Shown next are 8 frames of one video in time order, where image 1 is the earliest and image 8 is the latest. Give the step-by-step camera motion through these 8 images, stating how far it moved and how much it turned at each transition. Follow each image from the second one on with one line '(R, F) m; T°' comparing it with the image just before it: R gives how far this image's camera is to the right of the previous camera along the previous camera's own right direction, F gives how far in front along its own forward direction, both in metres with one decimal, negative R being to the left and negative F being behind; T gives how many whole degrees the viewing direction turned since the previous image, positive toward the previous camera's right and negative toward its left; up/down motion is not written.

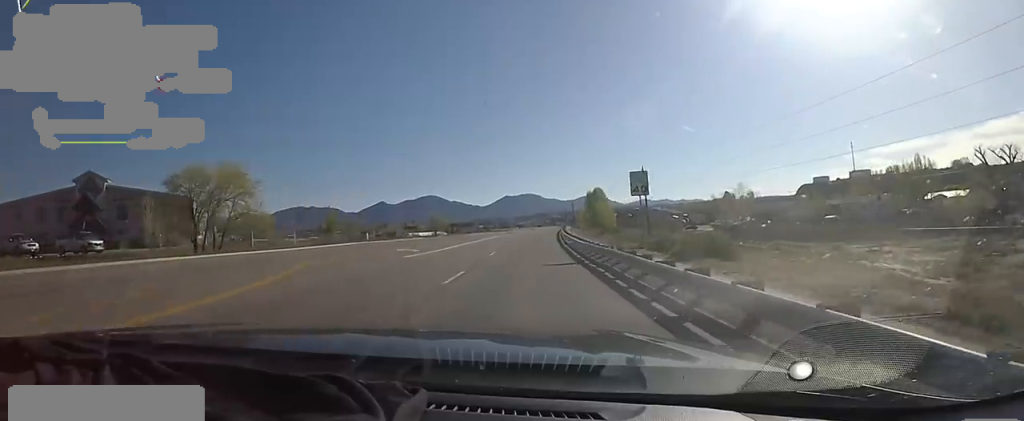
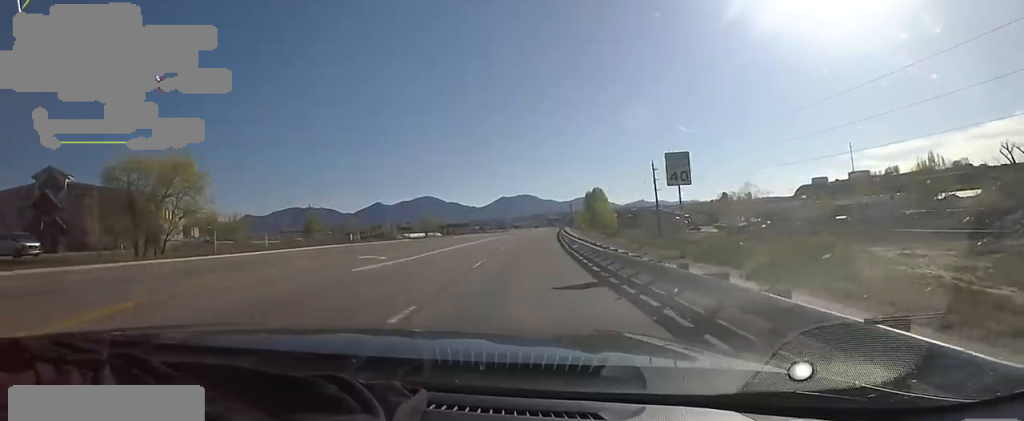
(+0.2, +6.3) m; +2°
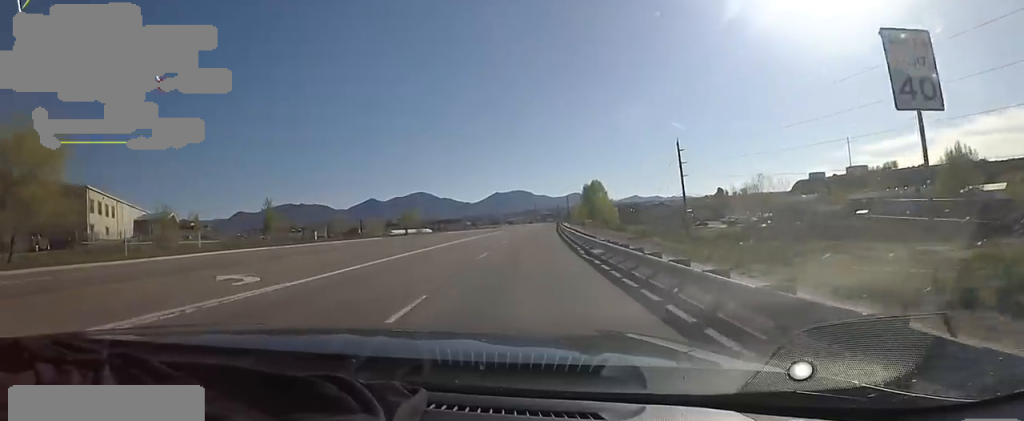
(+0.1, +11.2) m; -2°
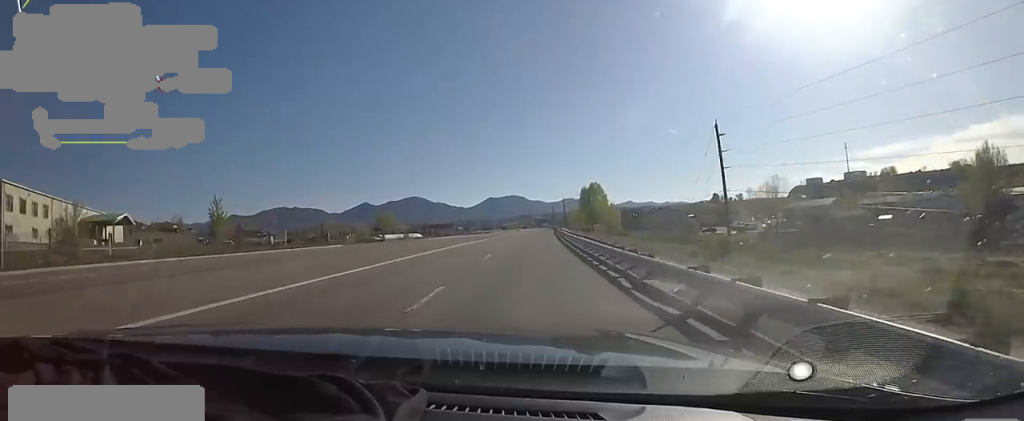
(-0.1, +10.3) m; -1°
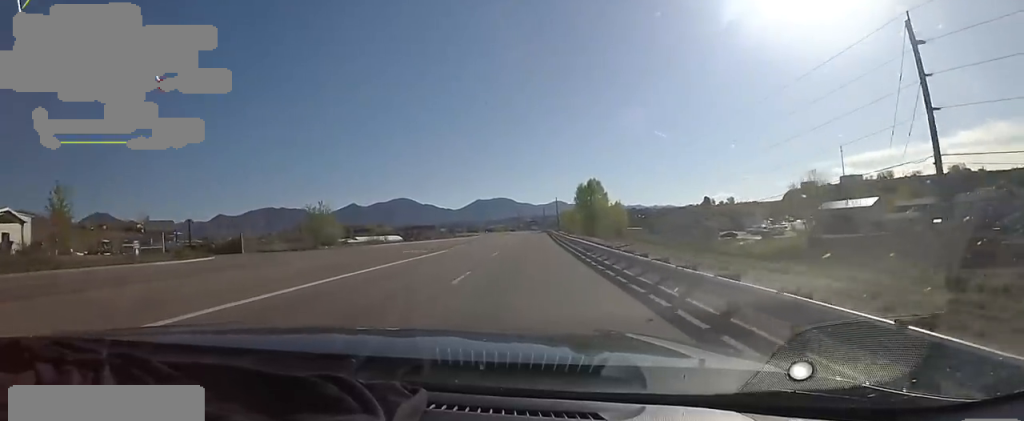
(+0.2, +20.2) m; +3°
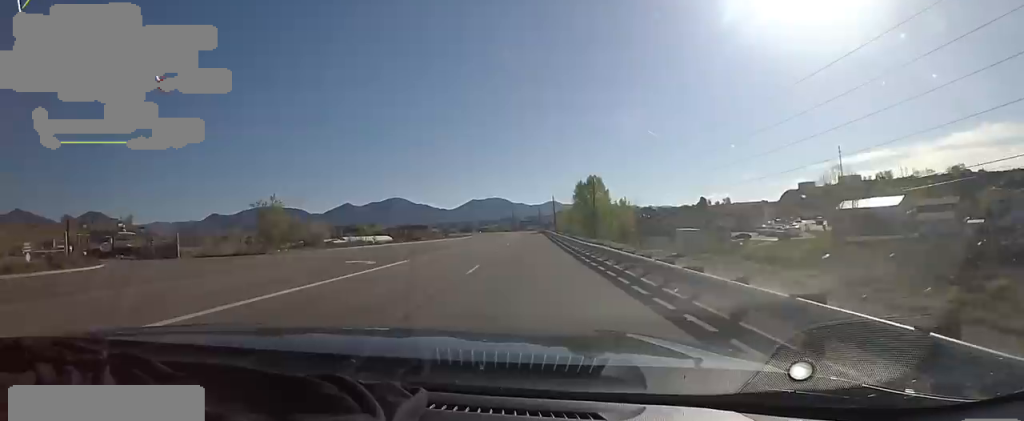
(+0.9, +9.8) m; +1°
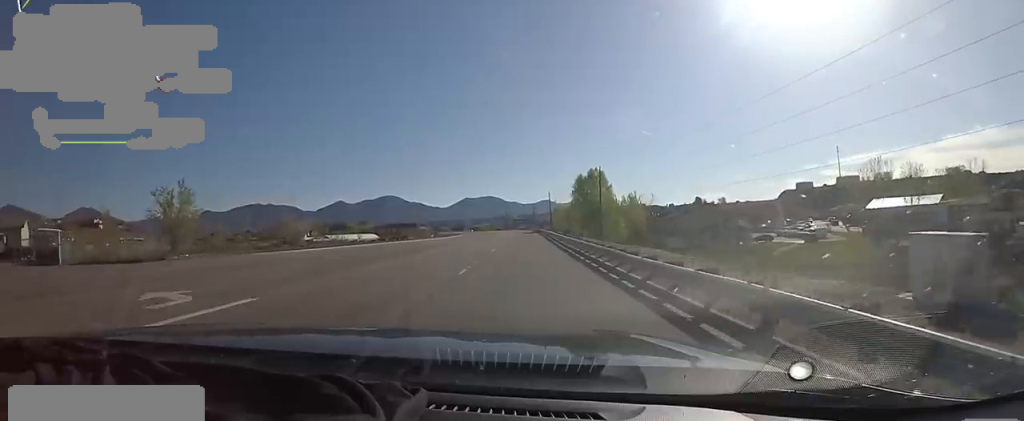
(-0.8, +12.5) m; 0°
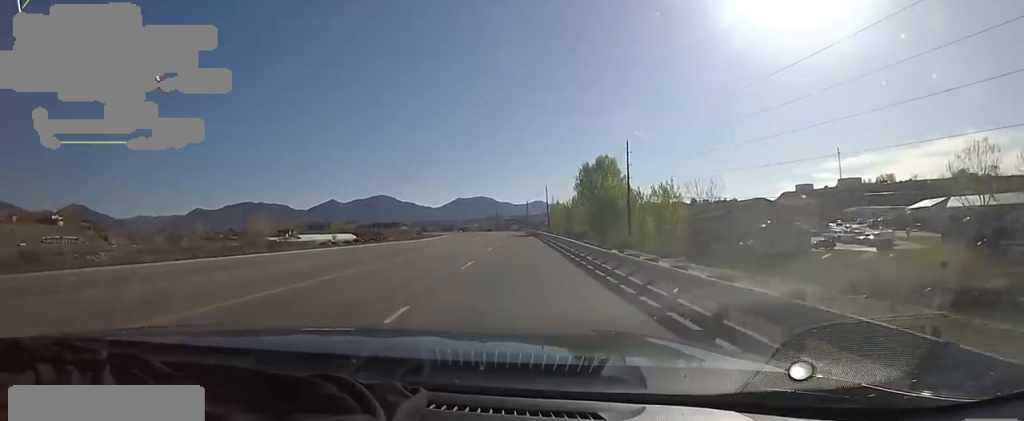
(+0.8, +21.9) m; +2°
